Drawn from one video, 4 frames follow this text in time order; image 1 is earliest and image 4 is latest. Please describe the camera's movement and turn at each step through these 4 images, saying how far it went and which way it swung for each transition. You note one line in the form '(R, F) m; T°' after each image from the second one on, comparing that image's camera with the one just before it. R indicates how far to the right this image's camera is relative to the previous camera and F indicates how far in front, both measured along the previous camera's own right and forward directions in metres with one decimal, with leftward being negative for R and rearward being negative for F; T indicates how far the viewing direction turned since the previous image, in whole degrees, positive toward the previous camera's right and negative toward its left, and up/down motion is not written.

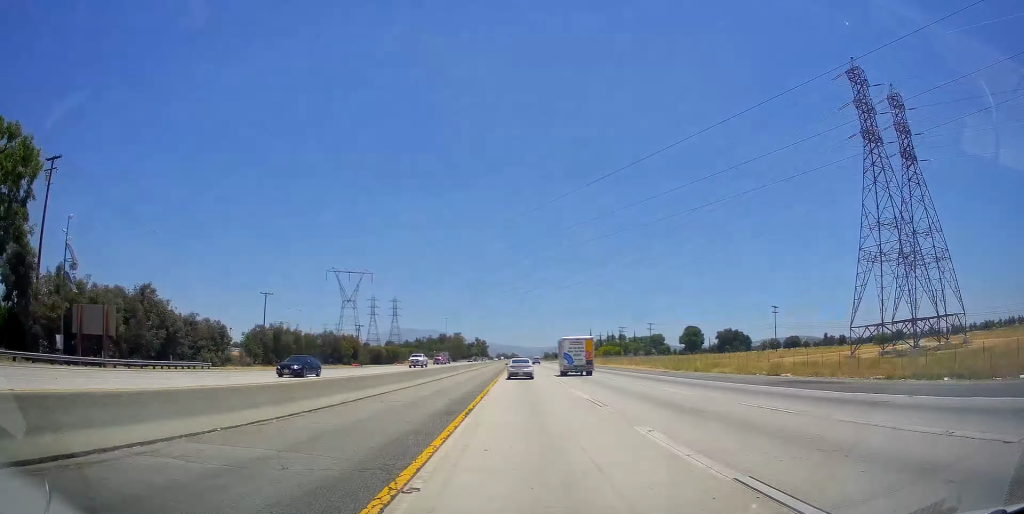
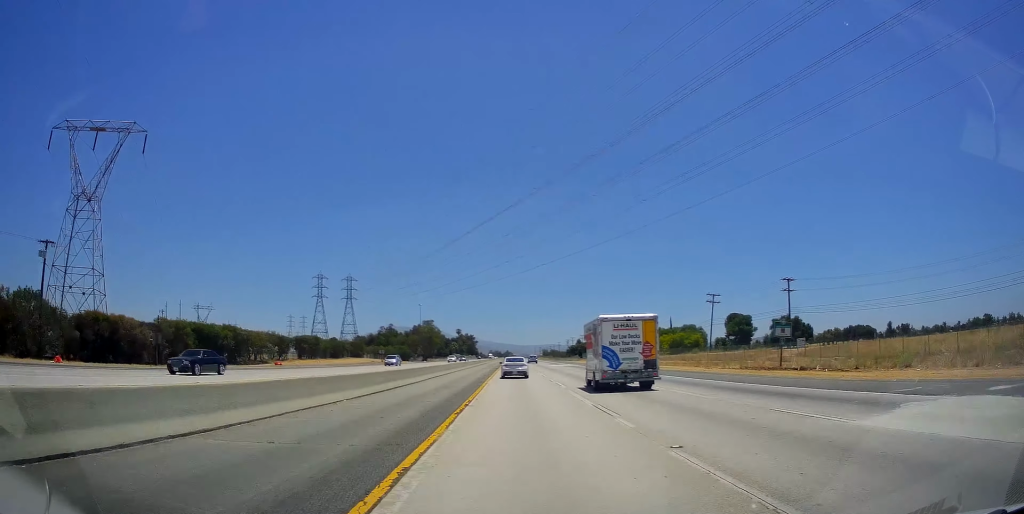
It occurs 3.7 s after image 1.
(+0.4, +120.0) m; 0°
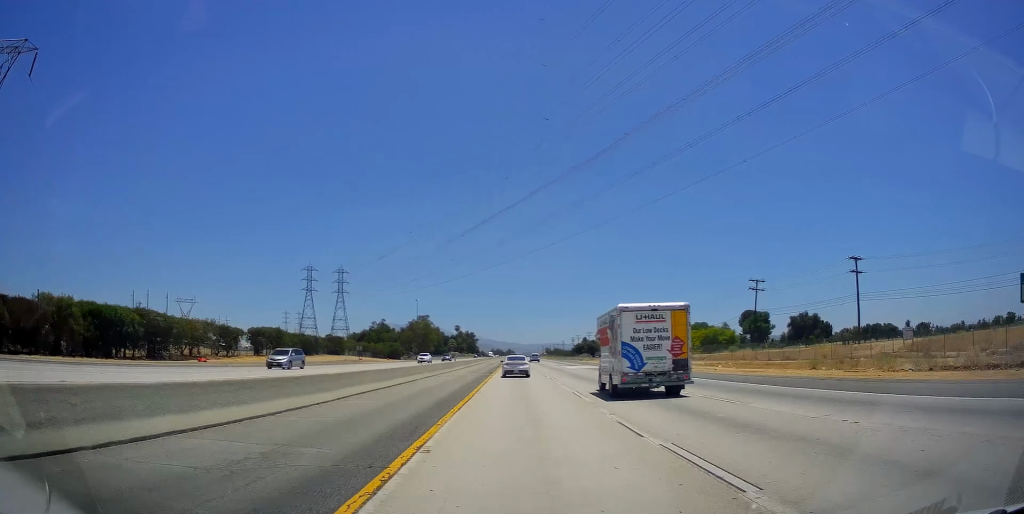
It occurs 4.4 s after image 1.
(-0.2, +23.1) m; 0°
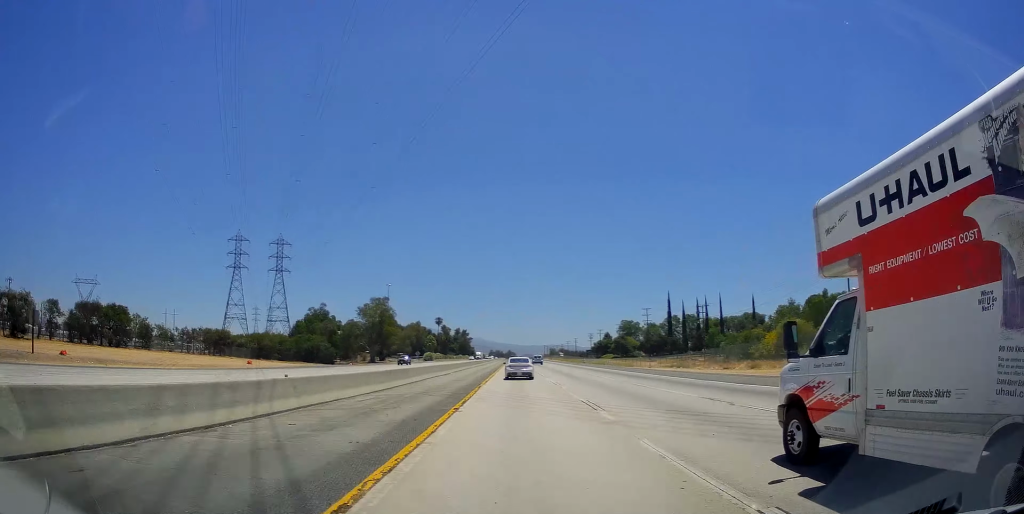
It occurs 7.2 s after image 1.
(0.0, +90.0) m; 0°
